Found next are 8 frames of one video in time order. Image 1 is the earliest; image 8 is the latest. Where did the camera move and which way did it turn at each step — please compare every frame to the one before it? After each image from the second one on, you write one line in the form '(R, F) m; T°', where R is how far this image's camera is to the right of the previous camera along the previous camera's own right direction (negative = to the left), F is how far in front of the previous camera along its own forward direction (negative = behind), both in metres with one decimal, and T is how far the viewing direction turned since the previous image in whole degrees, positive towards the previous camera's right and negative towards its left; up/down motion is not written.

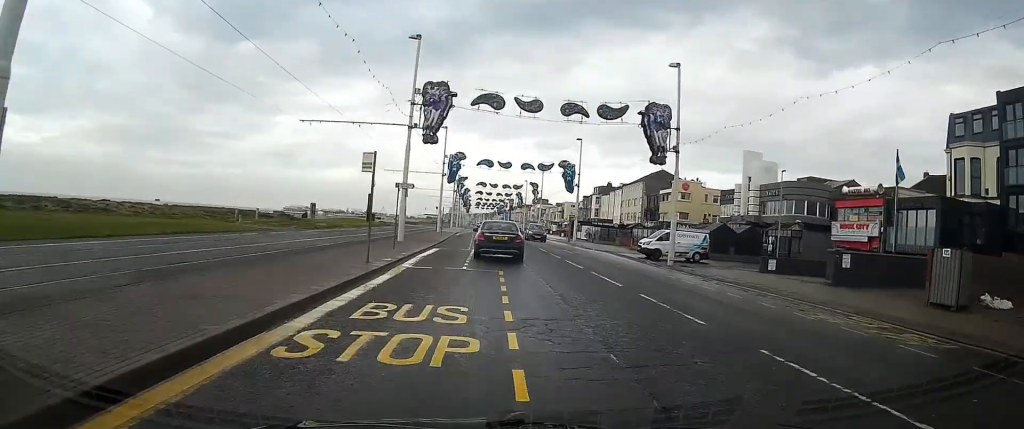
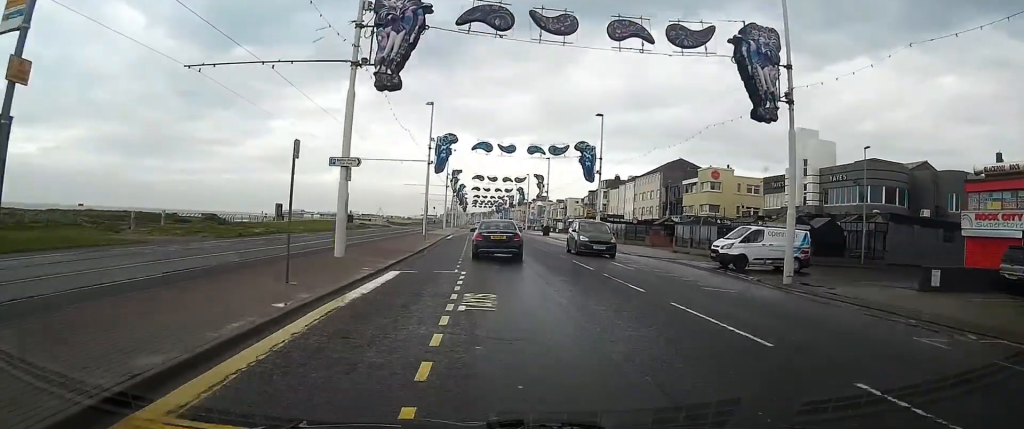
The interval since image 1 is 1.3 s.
(0.0, +14.0) m; 0°
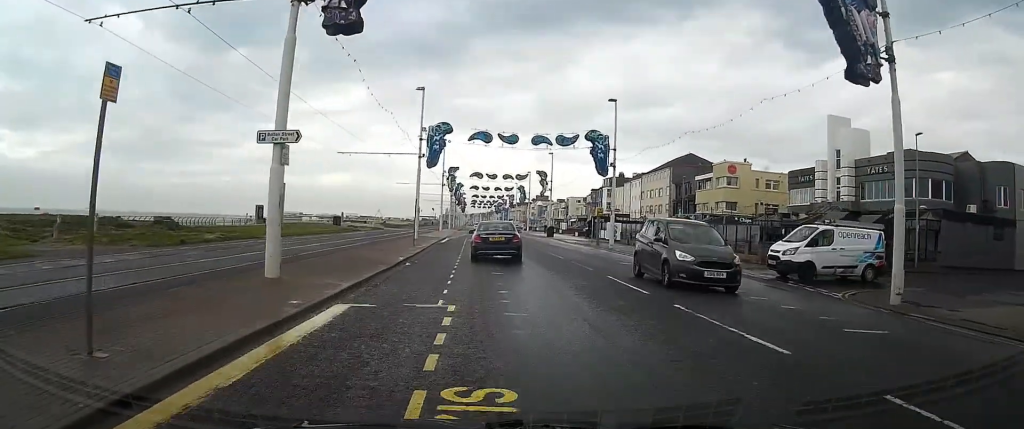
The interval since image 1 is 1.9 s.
(0.0, +6.3) m; 0°
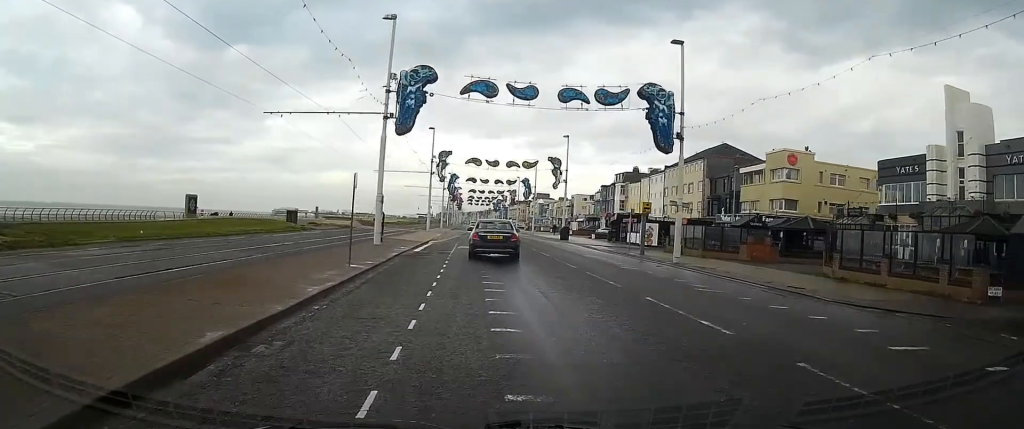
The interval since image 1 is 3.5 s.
(+0.2, +16.5) m; +1°
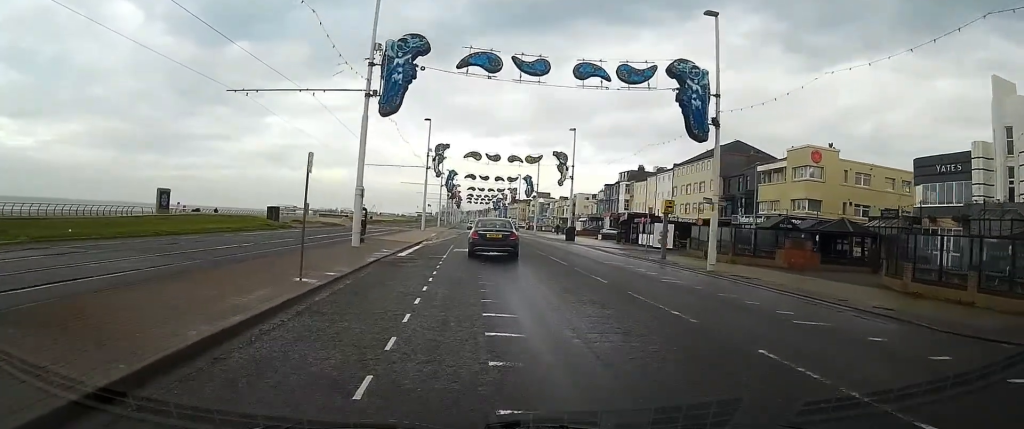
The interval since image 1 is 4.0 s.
(0.0, +4.9) m; 0°
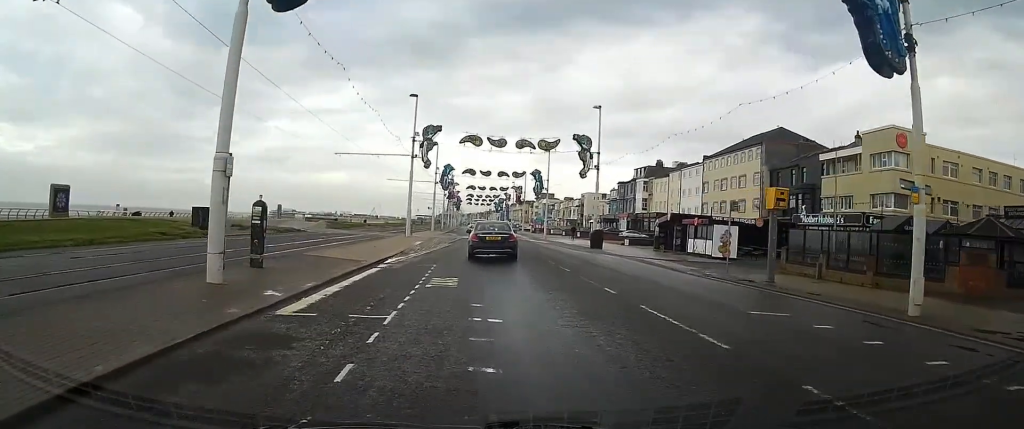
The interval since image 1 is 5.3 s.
(-0.1, +13.6) m; 0°
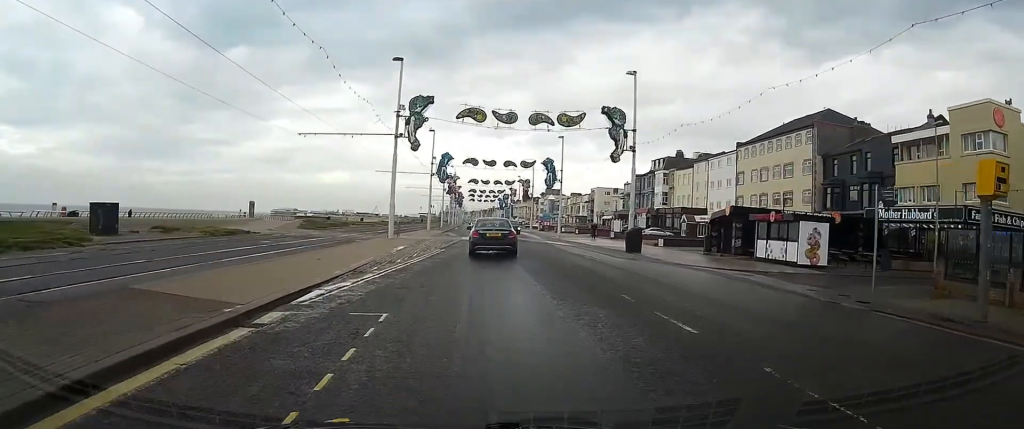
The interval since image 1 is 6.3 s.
(0.0, +11.1) m; 0°
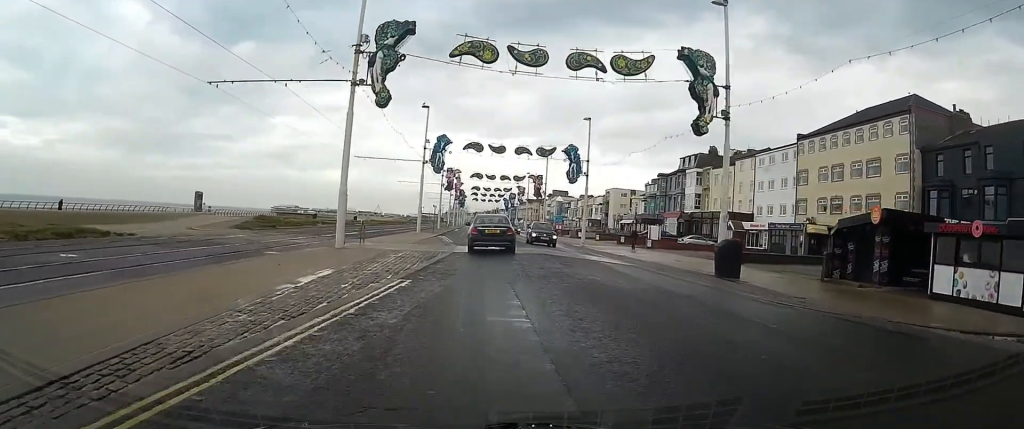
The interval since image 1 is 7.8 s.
(0.0, +14.7) m; 0°
